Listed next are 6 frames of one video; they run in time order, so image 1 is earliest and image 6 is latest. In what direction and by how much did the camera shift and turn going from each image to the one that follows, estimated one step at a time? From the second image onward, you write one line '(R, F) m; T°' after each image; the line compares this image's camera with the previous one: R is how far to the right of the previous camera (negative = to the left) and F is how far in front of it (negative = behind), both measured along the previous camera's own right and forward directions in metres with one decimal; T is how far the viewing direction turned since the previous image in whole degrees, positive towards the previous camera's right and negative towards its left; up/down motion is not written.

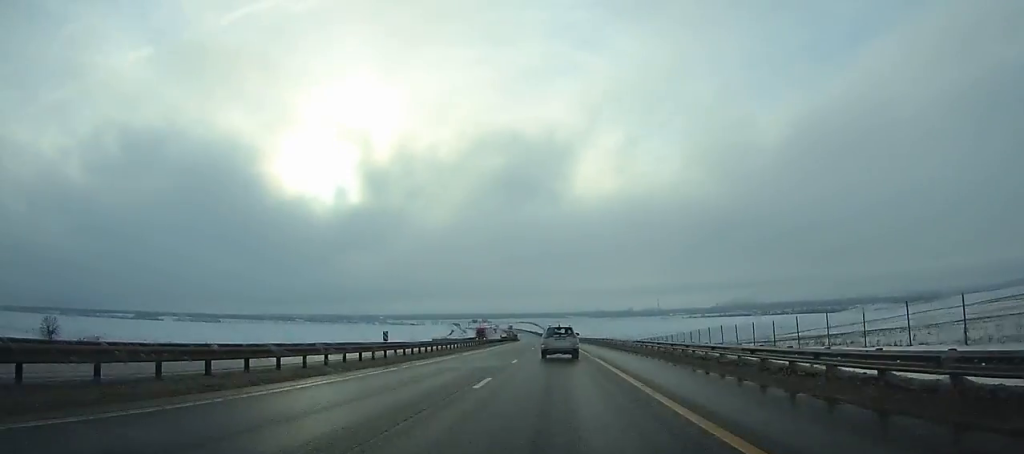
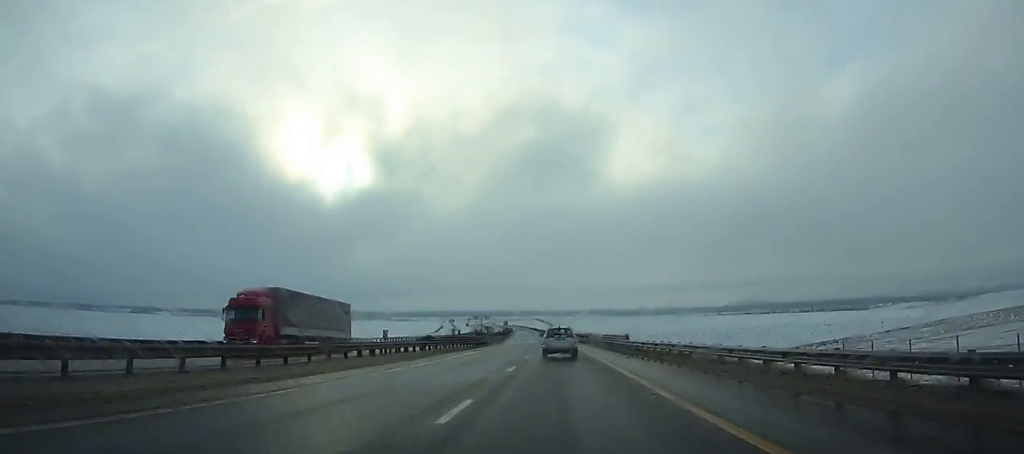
(-0.8, +75.7) m; -1°
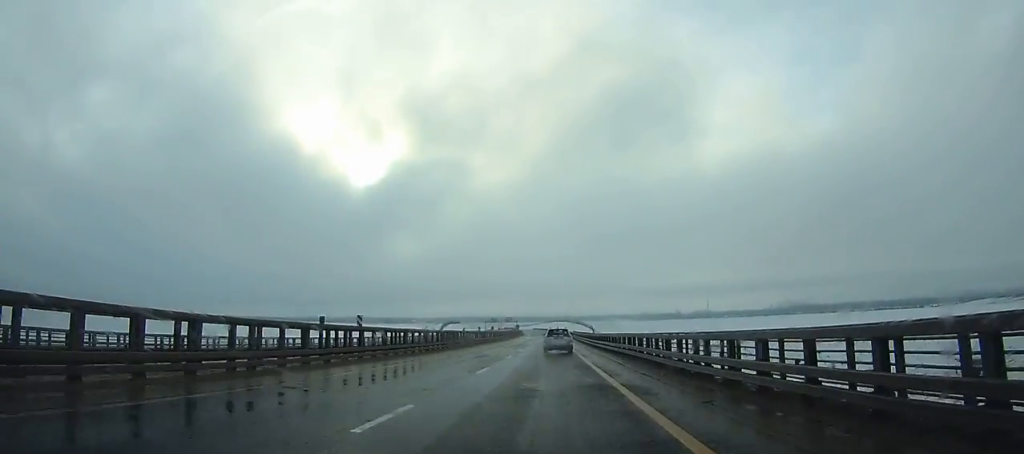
(-2.9, +131.9) m; -3°
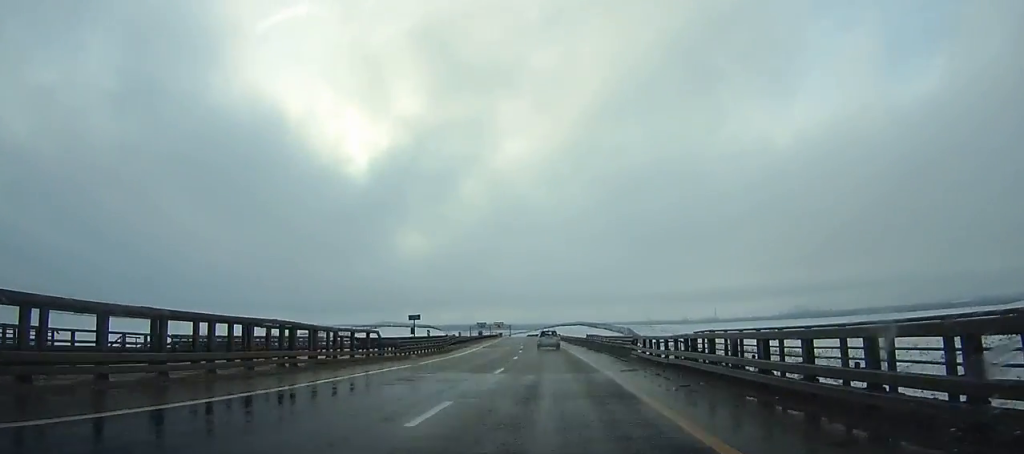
(-1.8, +116.6) m; -2°
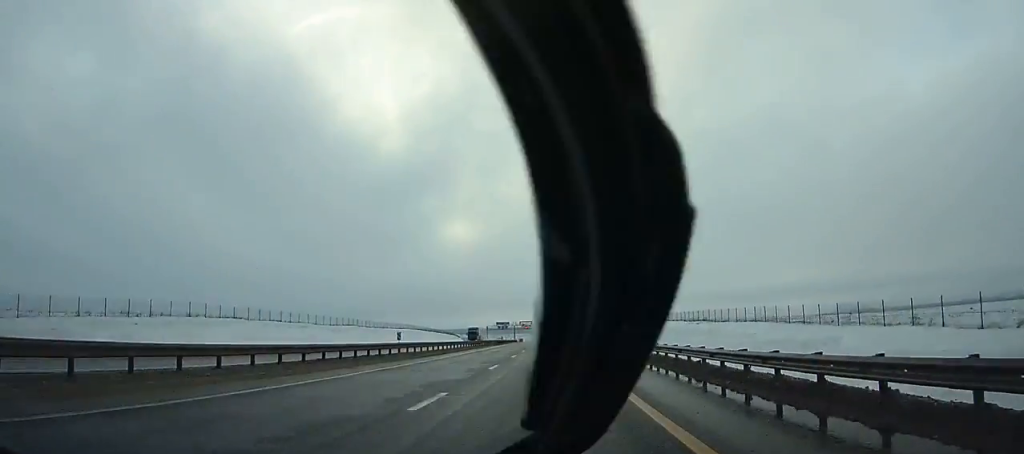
(-2.8, +115.5) m; -3°
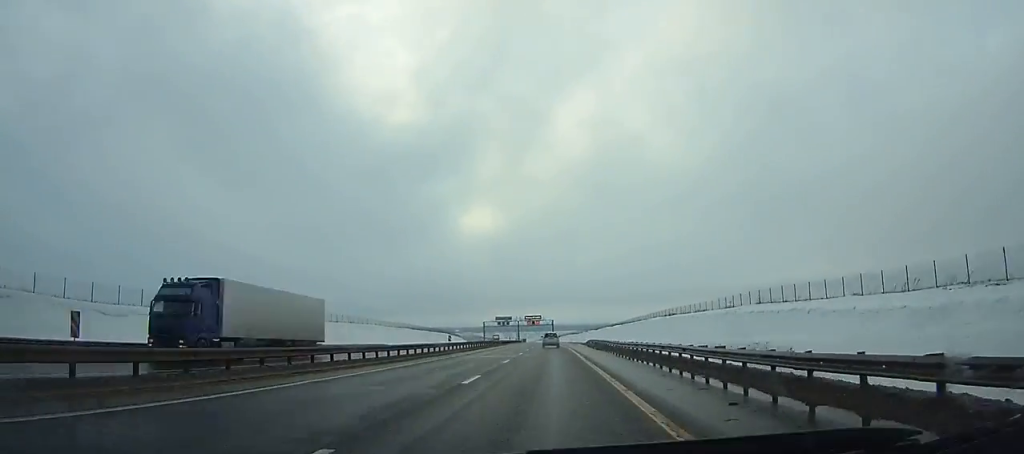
(-0.5, +66.1) m; -1°
